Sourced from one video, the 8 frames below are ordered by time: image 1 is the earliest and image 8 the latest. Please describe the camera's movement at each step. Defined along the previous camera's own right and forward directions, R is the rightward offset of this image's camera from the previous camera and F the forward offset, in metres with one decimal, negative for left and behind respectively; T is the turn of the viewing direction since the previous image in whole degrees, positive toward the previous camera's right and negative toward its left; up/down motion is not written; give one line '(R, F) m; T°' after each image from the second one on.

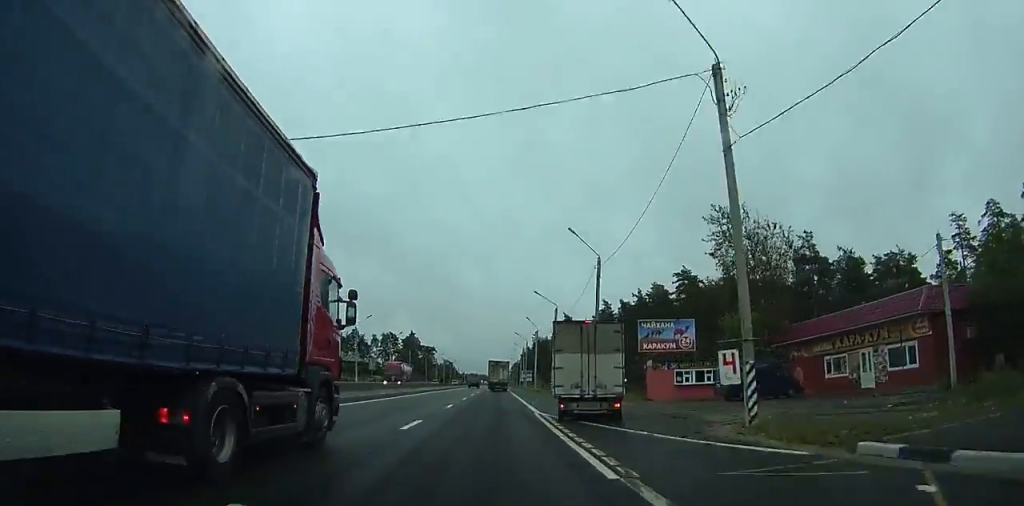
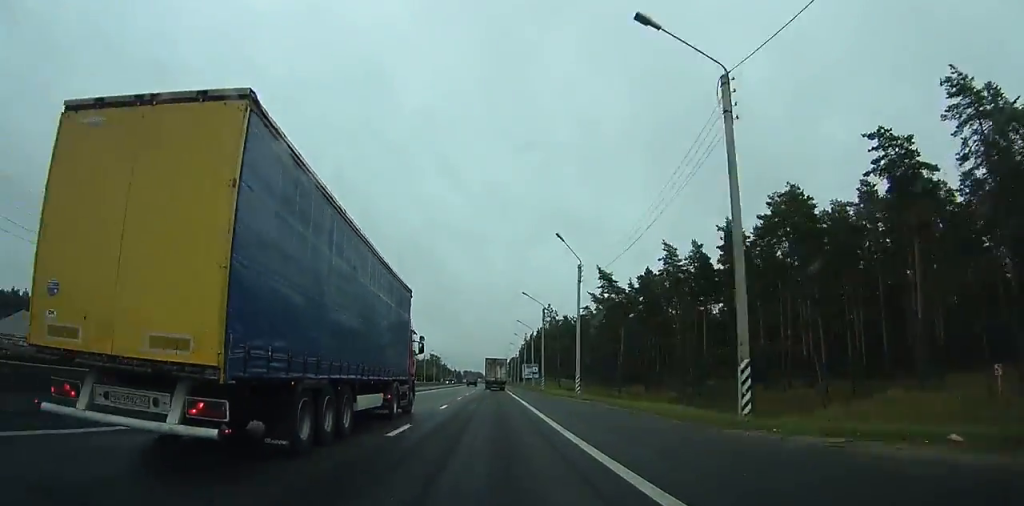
(+0.1, +55.2) m; 0°
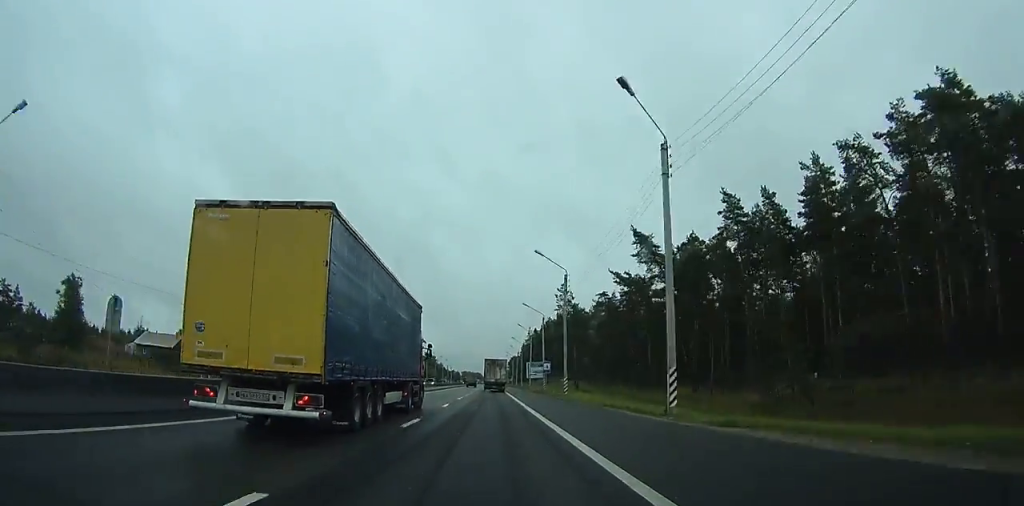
(0.0, +22.7) m; 0°
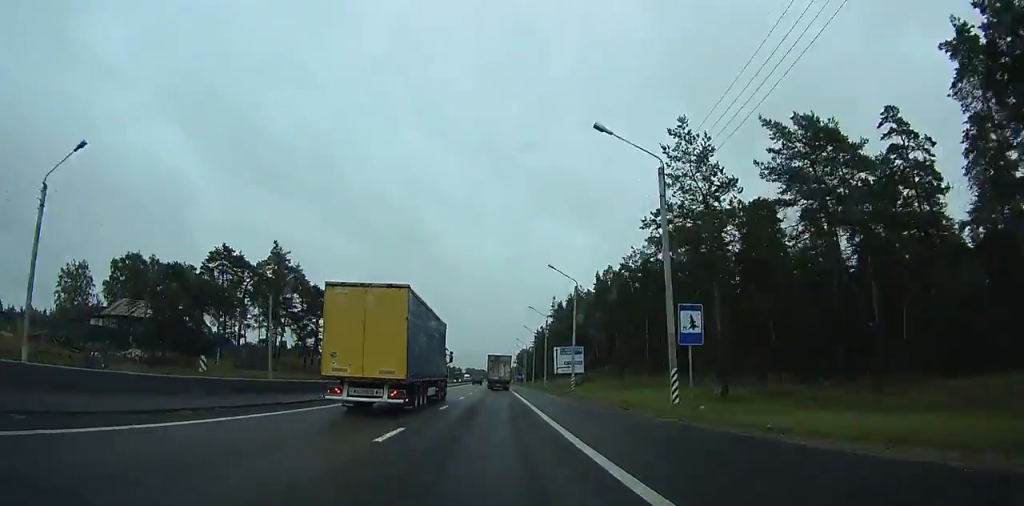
(-0.1, +49.8) m; -2°
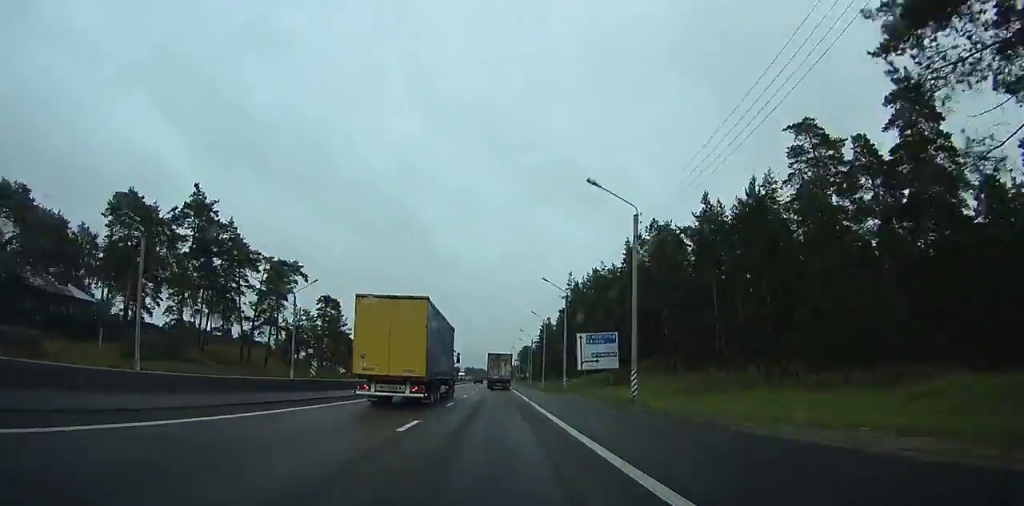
(-0.8, +18.2) m; 0°
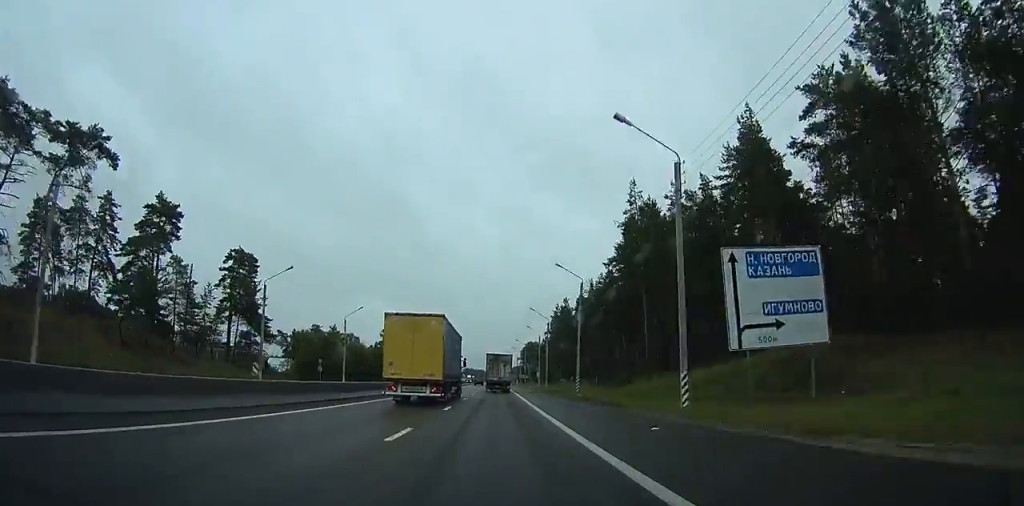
(+0.3, +31.6) m; +1°
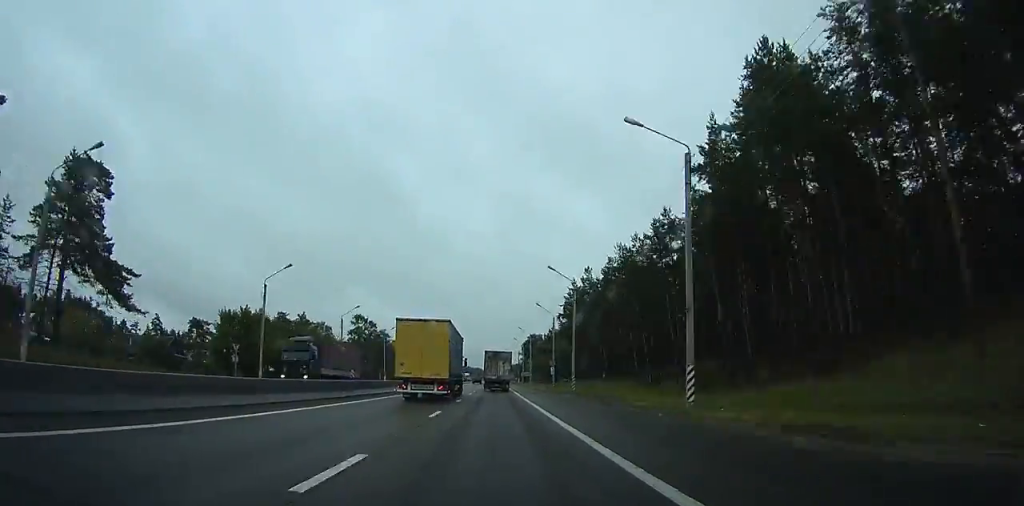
(+0.3, +26.0) m; +1°
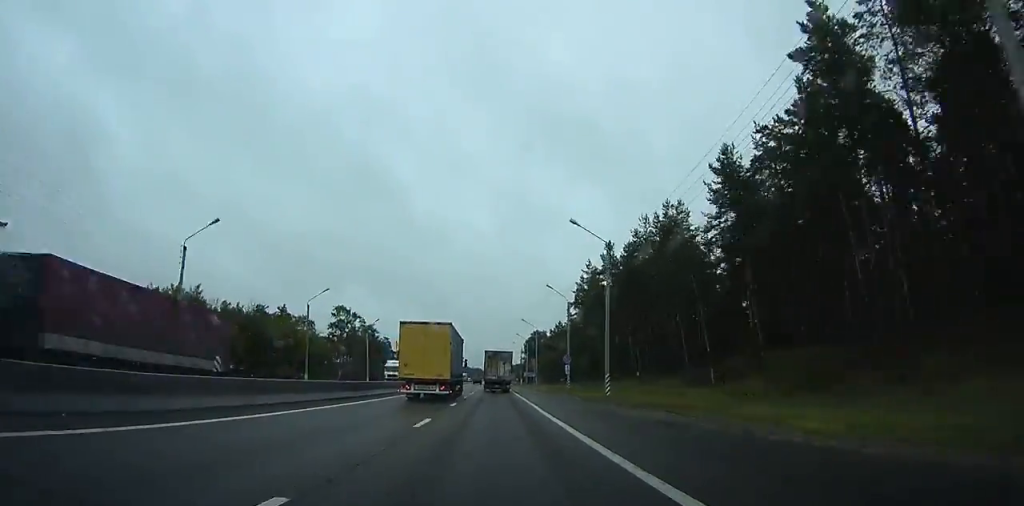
(0.0, +14.1) m; 0°
